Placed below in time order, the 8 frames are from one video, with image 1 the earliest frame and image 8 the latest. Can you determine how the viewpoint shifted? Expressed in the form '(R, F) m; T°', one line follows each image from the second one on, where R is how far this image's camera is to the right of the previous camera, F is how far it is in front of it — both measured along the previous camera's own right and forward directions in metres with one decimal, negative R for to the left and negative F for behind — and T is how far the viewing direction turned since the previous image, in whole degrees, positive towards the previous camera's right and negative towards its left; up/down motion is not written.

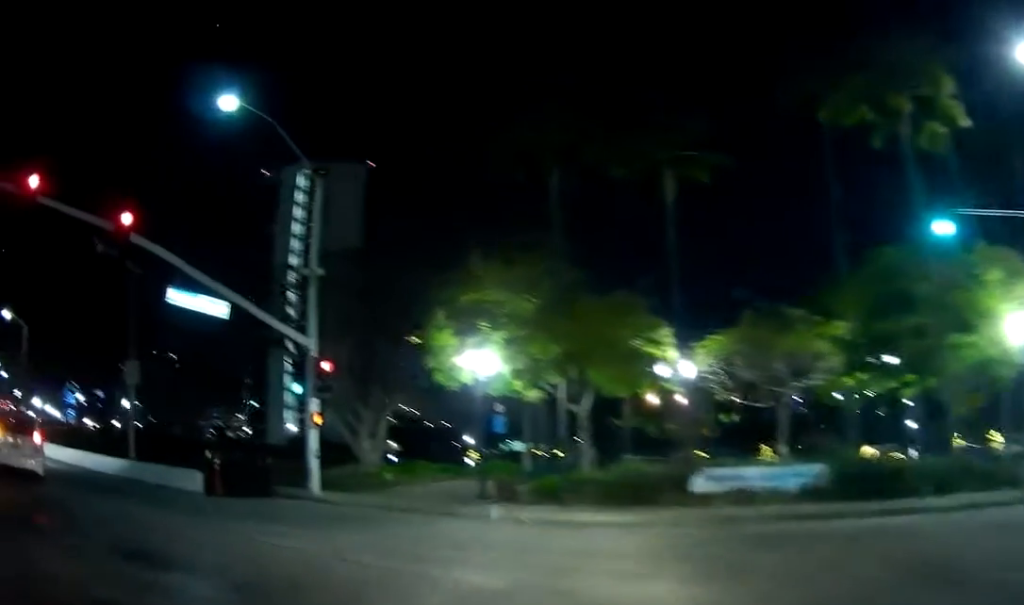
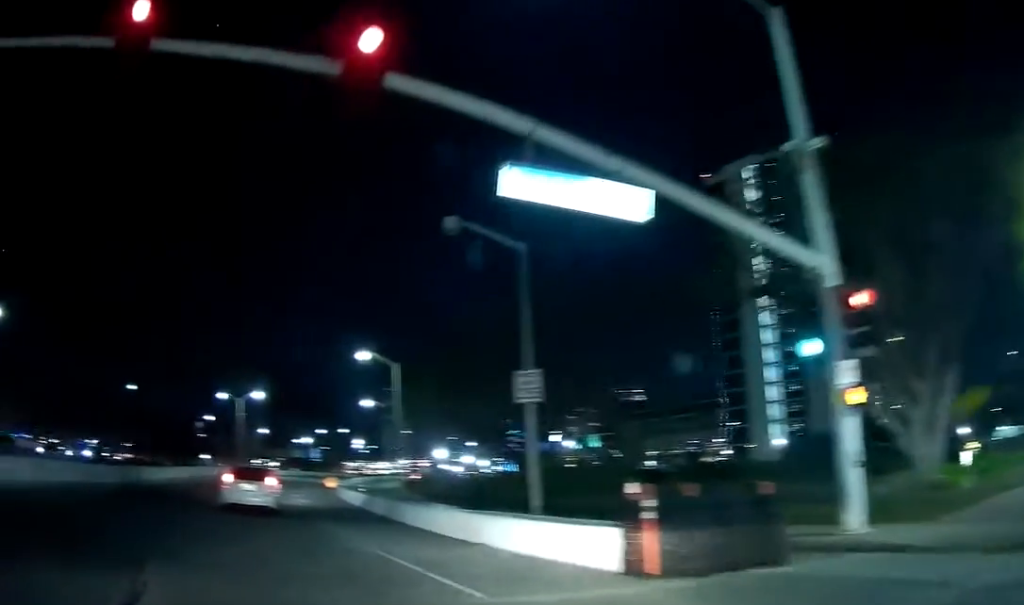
(-2.8, +11.1) m; -31°
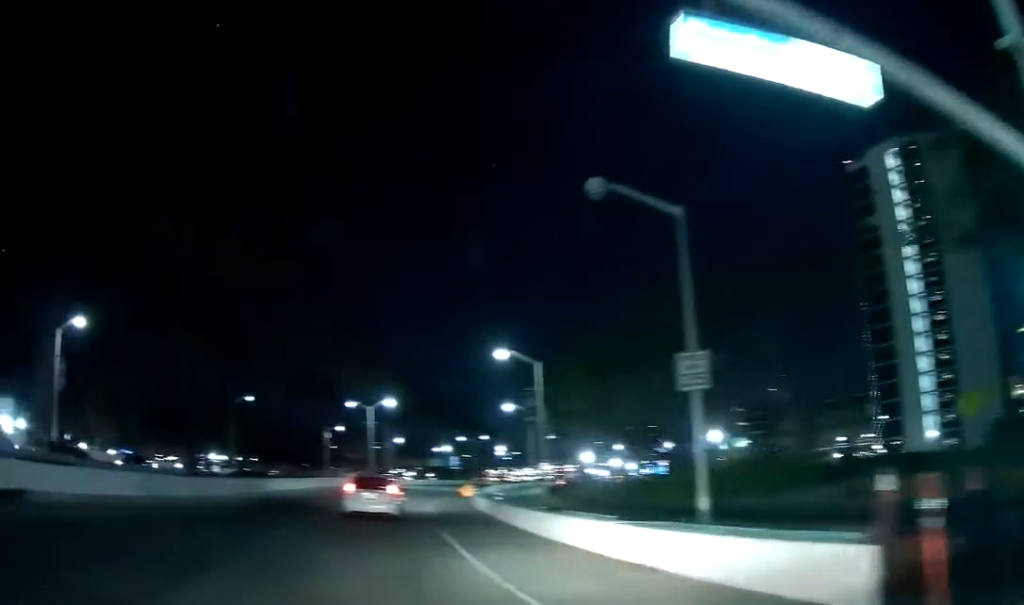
(-0.7, +3.8) m; -8°
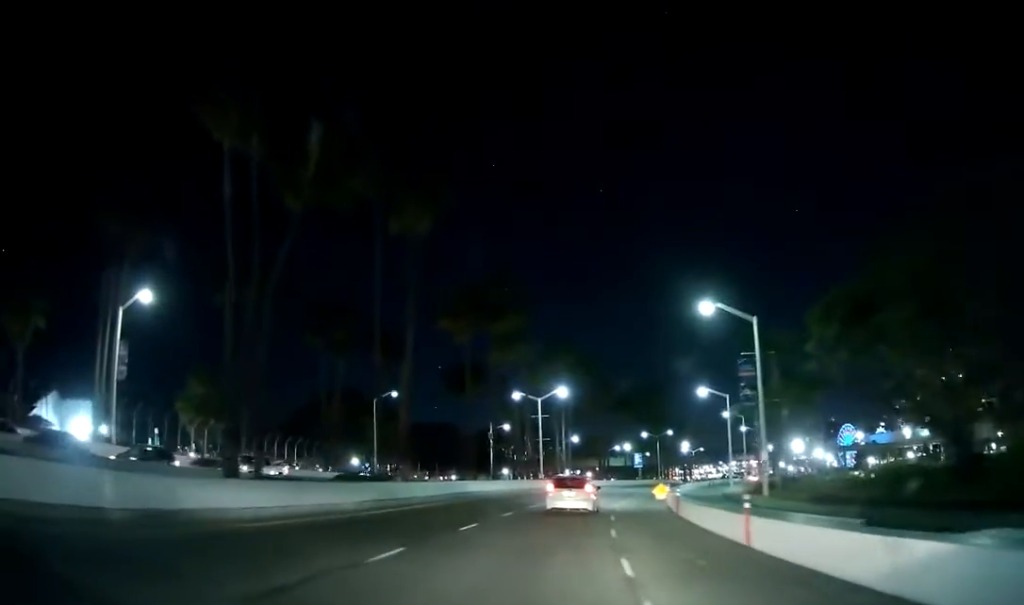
(-1.5, +12.3) m; -14°
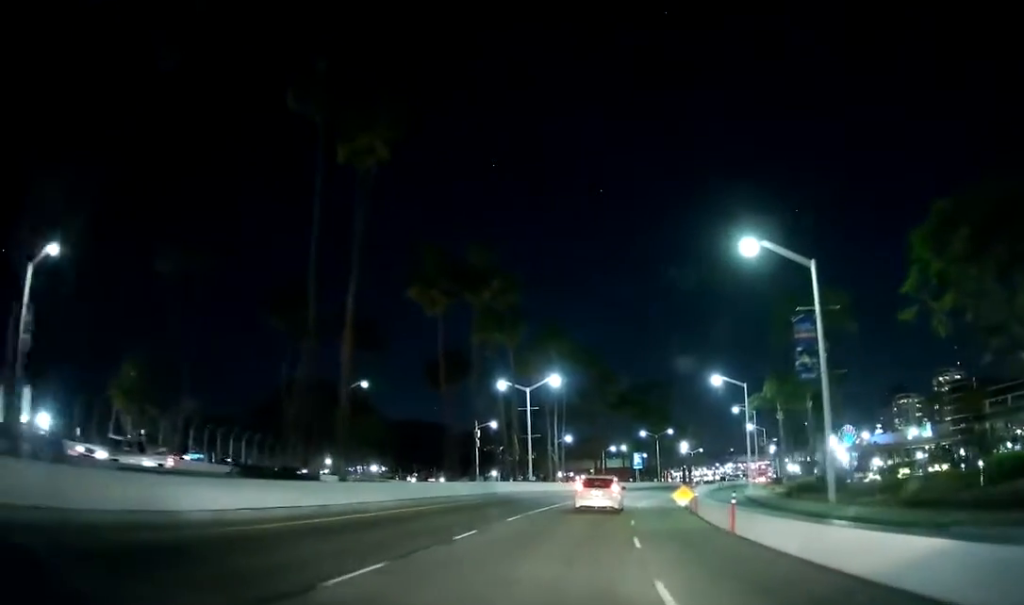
(-0.9, +10.0) m; -6°
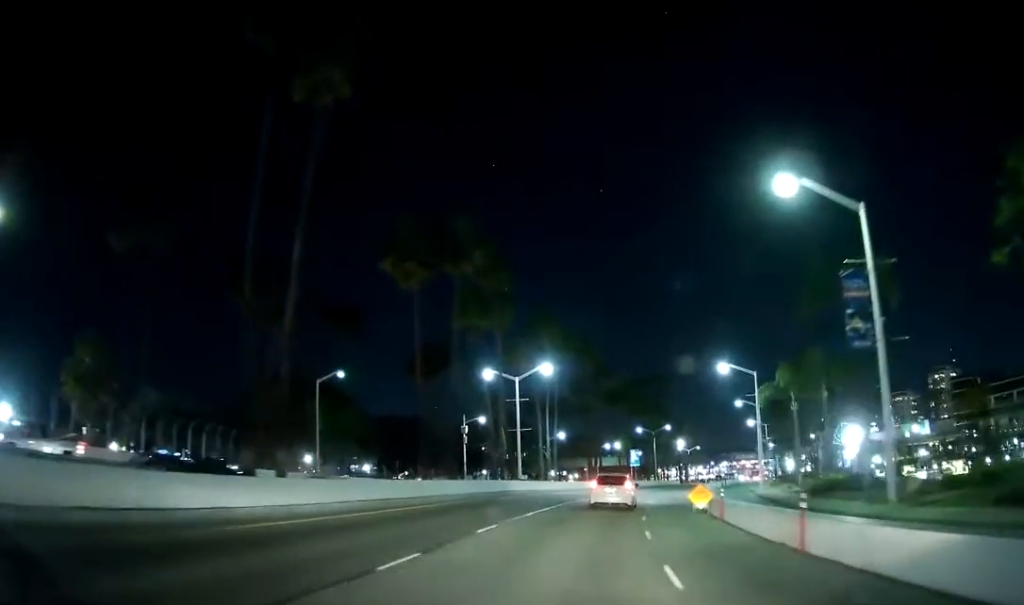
(-0.1, +5.6) m; 0°
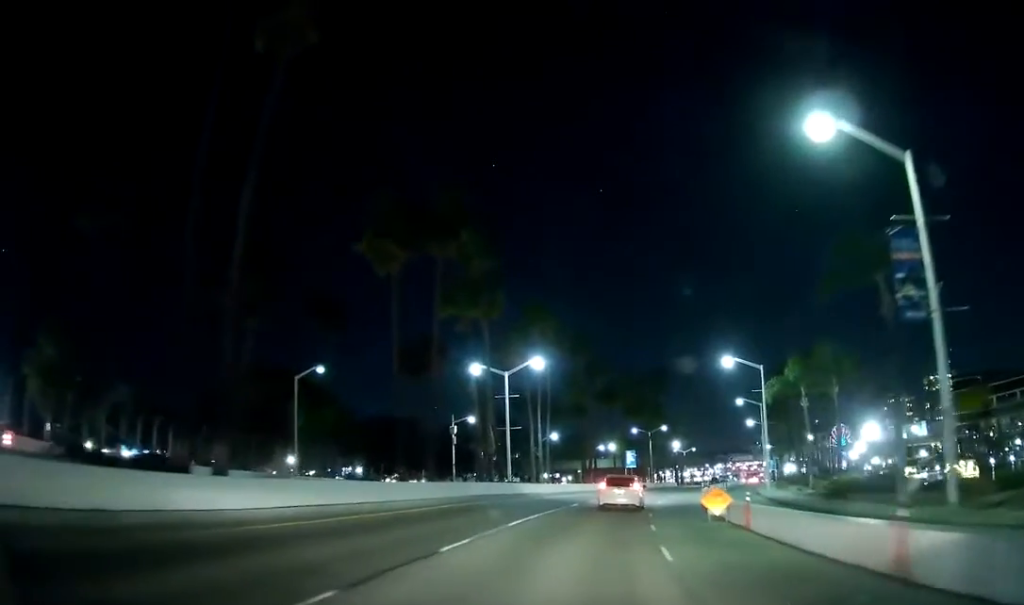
(0.0, +4.2) m; 0°
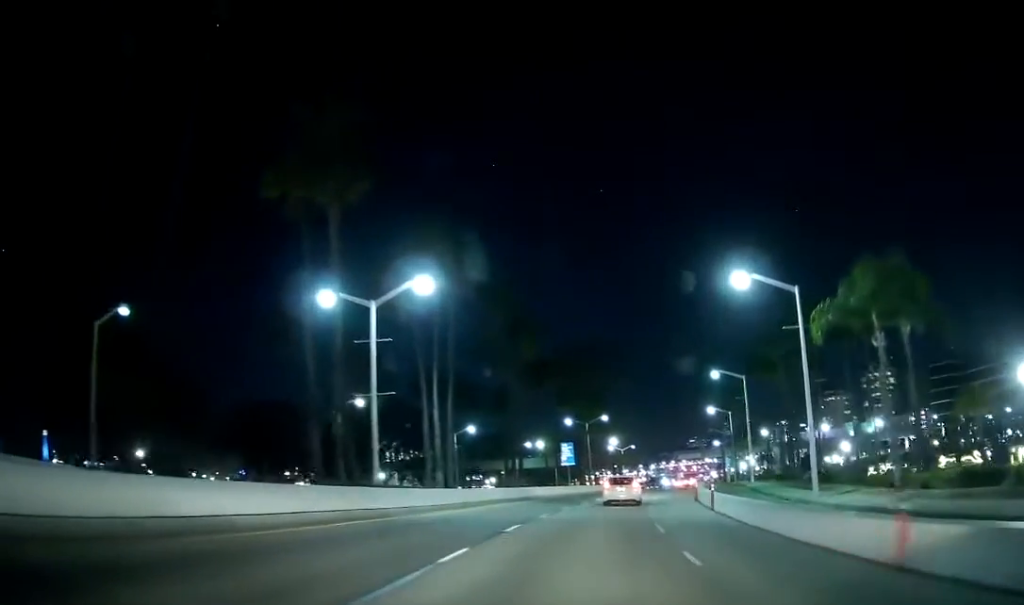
(+0.6, +22.4) m; +6°
